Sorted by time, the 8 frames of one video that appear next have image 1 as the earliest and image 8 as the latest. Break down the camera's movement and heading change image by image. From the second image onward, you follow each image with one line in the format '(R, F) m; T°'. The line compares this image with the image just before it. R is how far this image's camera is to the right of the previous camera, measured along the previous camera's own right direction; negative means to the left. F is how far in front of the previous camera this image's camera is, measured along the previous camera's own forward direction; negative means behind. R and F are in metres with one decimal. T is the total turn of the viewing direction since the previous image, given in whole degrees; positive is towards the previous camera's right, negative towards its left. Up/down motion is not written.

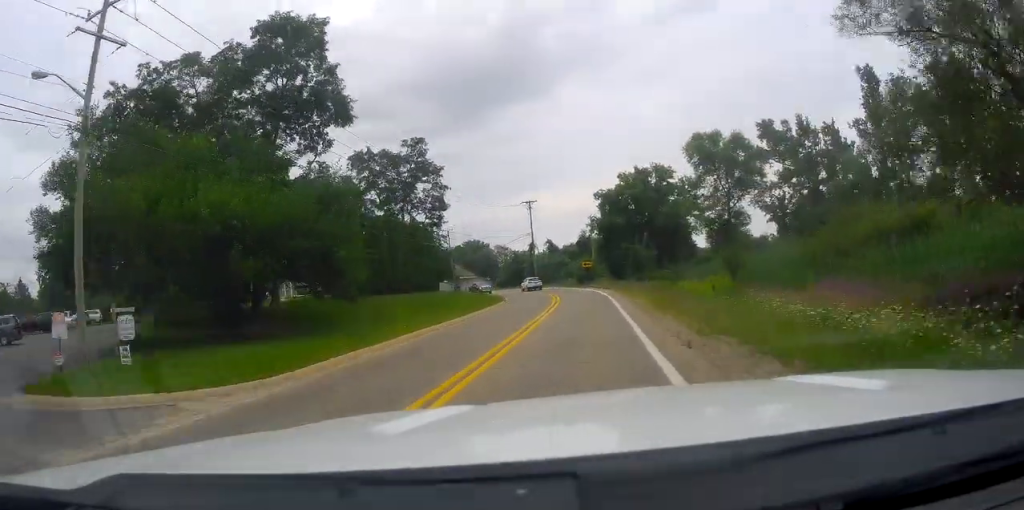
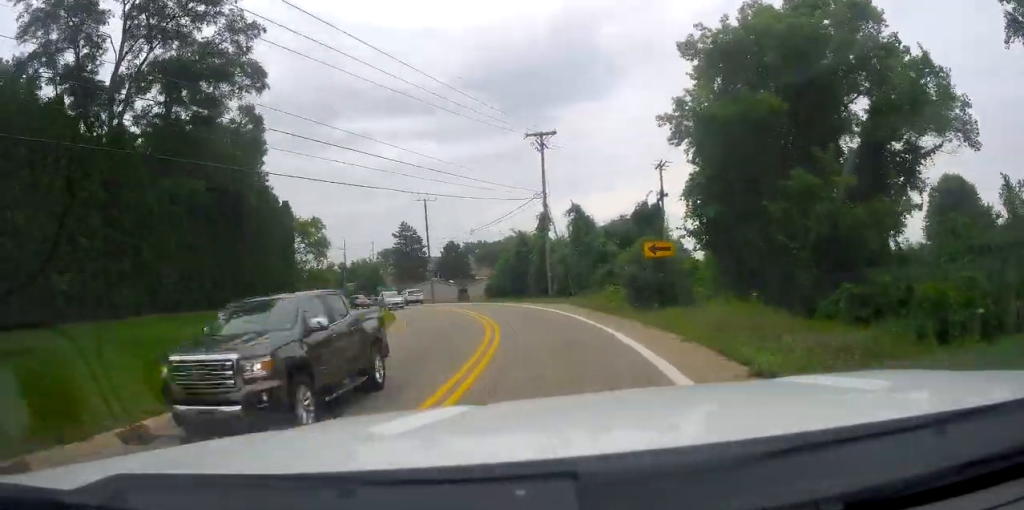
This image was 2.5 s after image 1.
(+0.3, +45.9) m; -1°
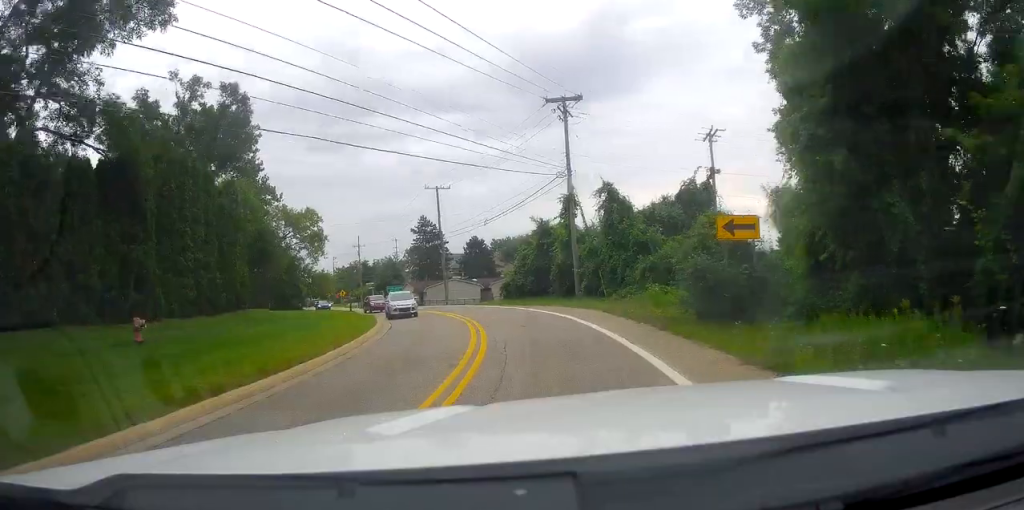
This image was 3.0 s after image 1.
(0.0, +9.1) m; -2°
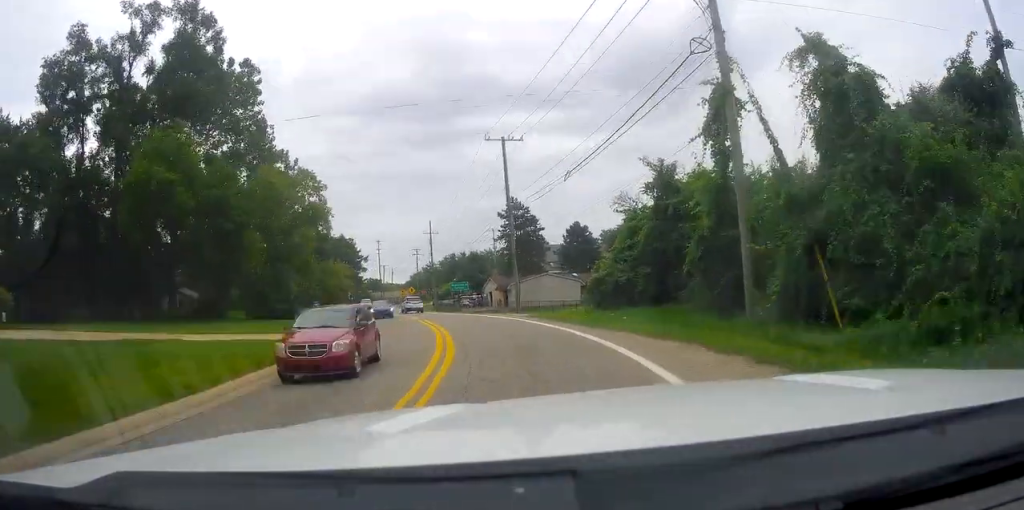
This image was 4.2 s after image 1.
(-2.2, +21.8) m; -13°
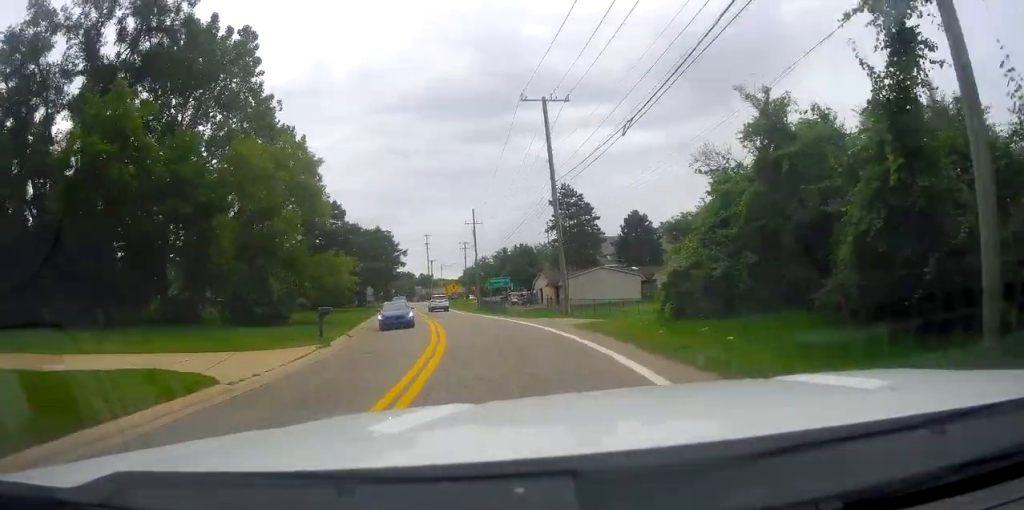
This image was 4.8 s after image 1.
(-0.3, +8.9) m; -6°
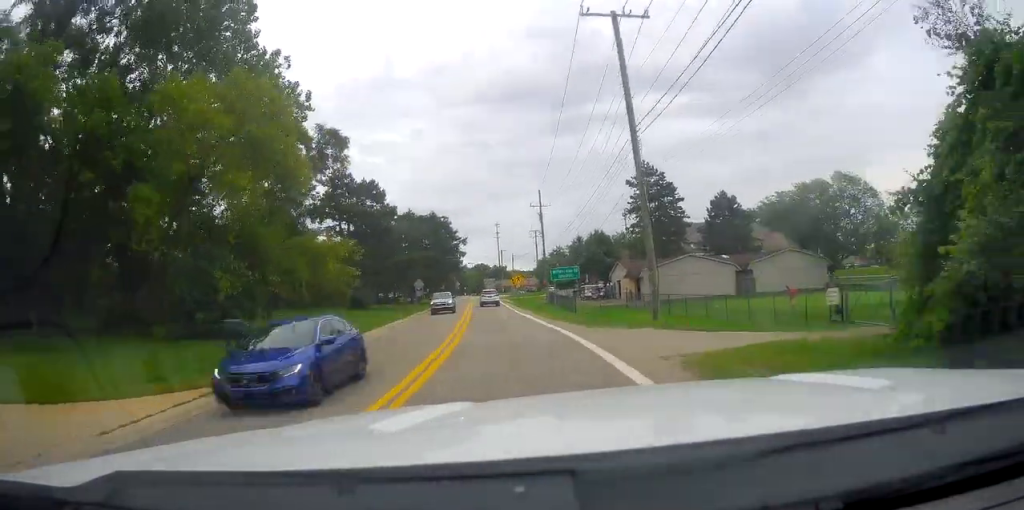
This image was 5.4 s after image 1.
(-0.8, +10.7) m; -5°
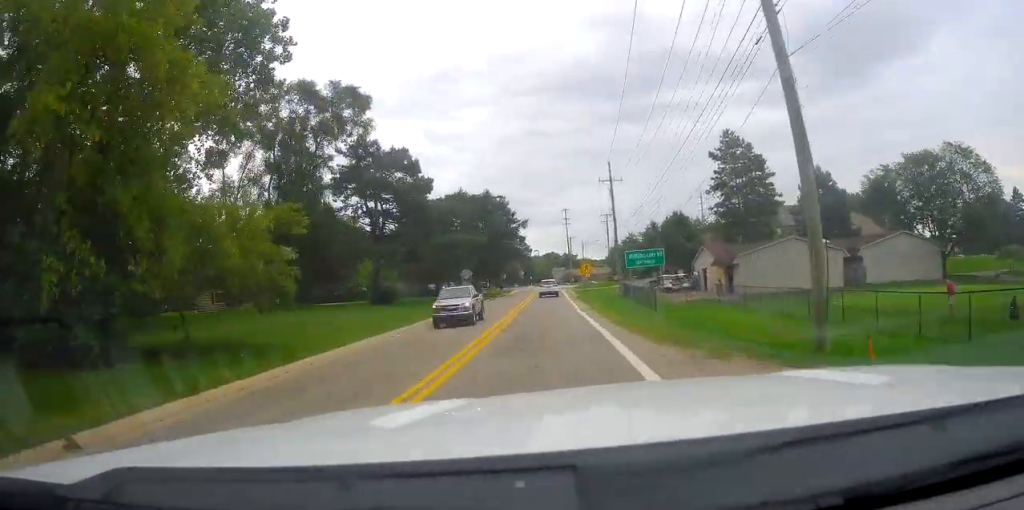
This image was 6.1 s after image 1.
(-0.5, +10.7) m; -5°
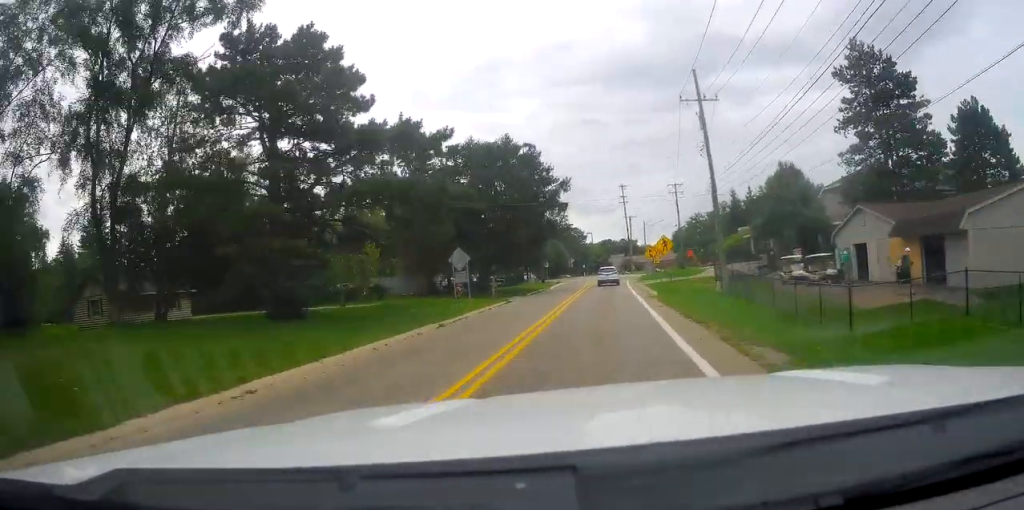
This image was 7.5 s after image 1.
(-2.1, +22.7) m; -11°
